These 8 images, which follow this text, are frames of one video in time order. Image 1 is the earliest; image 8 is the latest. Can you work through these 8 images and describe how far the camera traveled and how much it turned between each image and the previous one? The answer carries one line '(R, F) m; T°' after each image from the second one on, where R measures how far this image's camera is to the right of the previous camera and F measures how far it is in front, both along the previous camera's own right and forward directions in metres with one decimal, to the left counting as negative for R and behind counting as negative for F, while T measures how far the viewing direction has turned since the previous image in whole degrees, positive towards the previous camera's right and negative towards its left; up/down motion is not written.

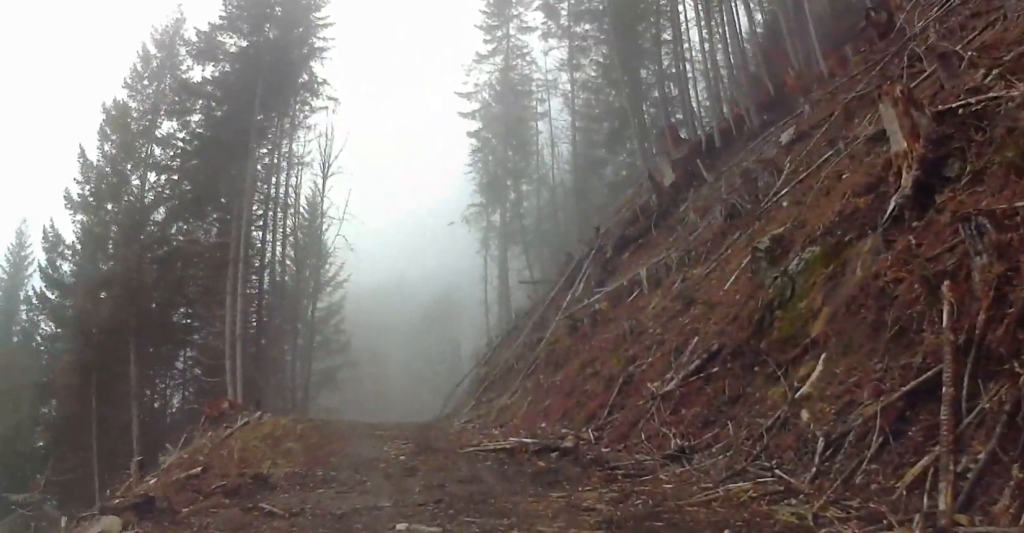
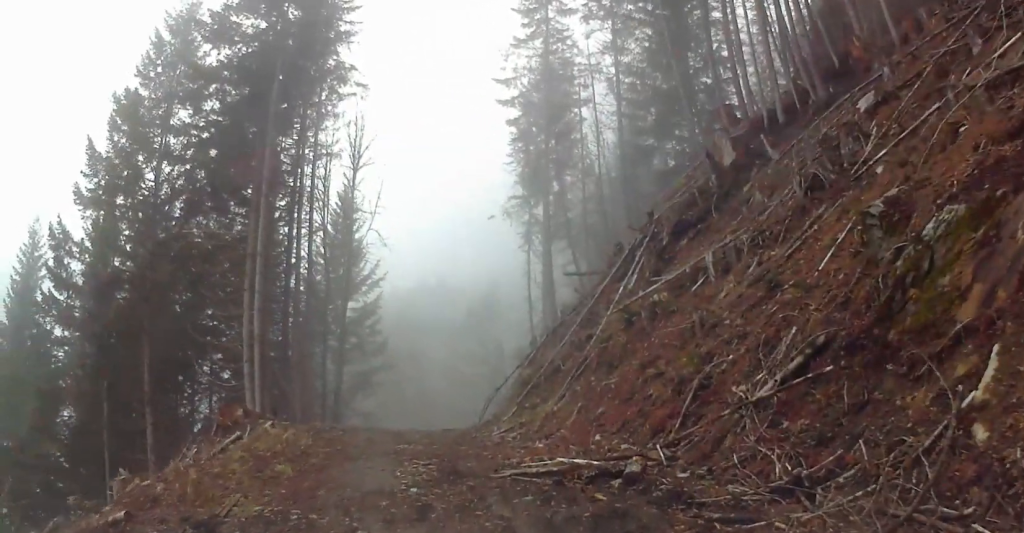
(0.0, +3.6) m; -2°
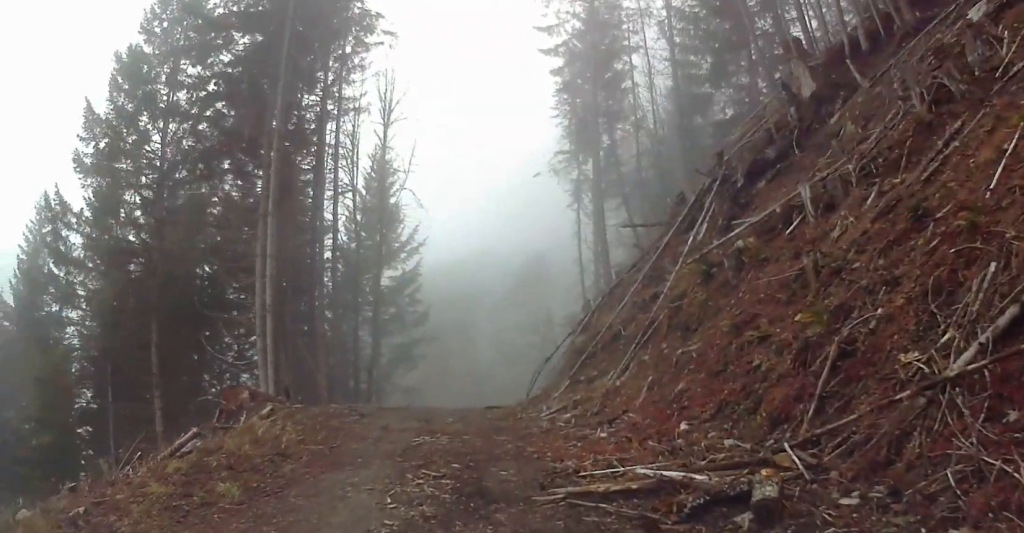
(-0.1, +4.8) m; -5°
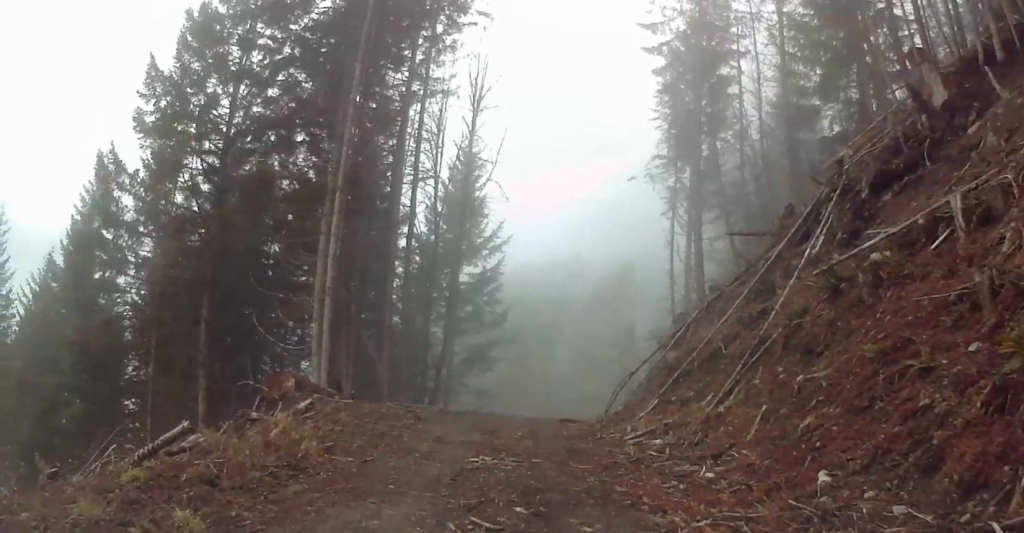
(-0.2, +4.1) m; -5°
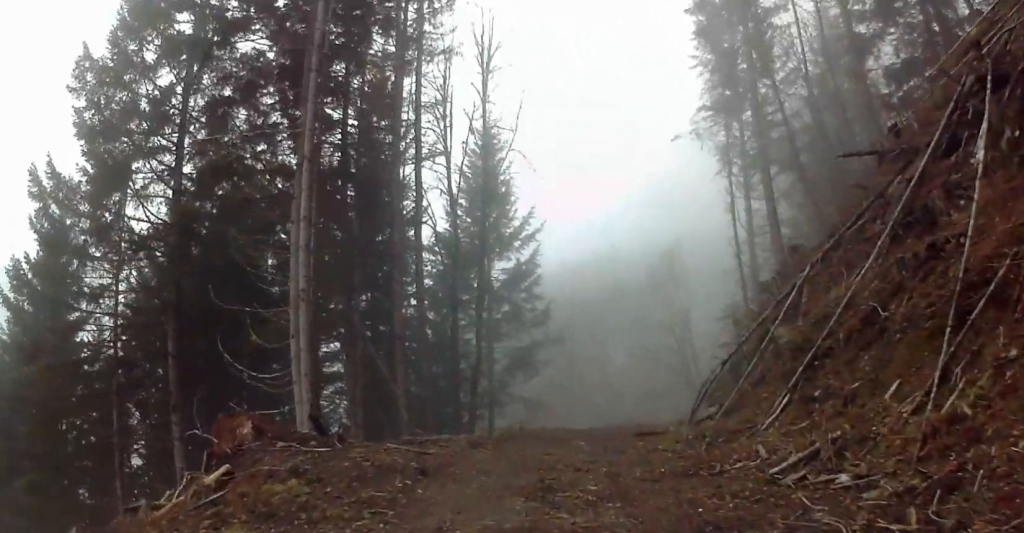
(-0.2, +8.7) m; +1°
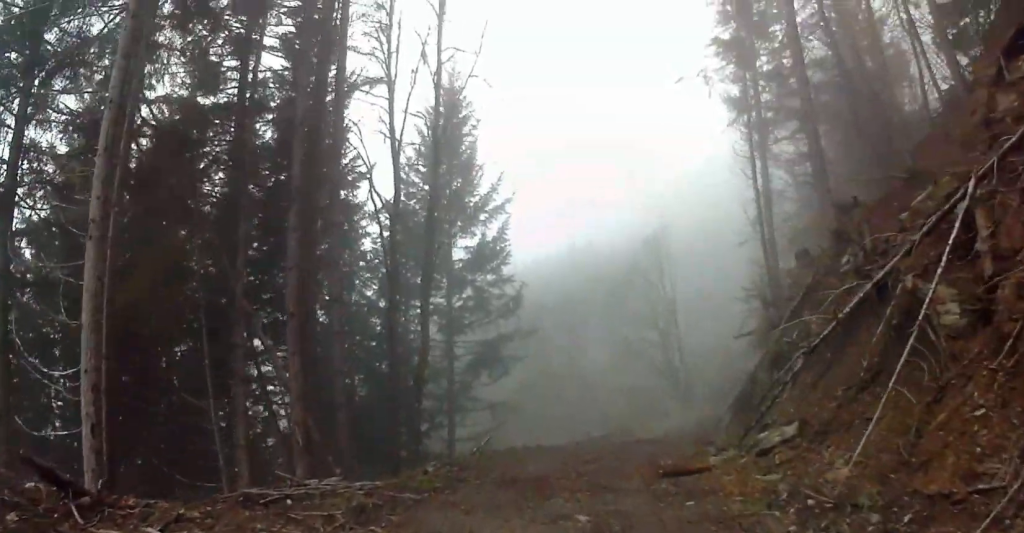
(+0.2, +9.3) m; +1°
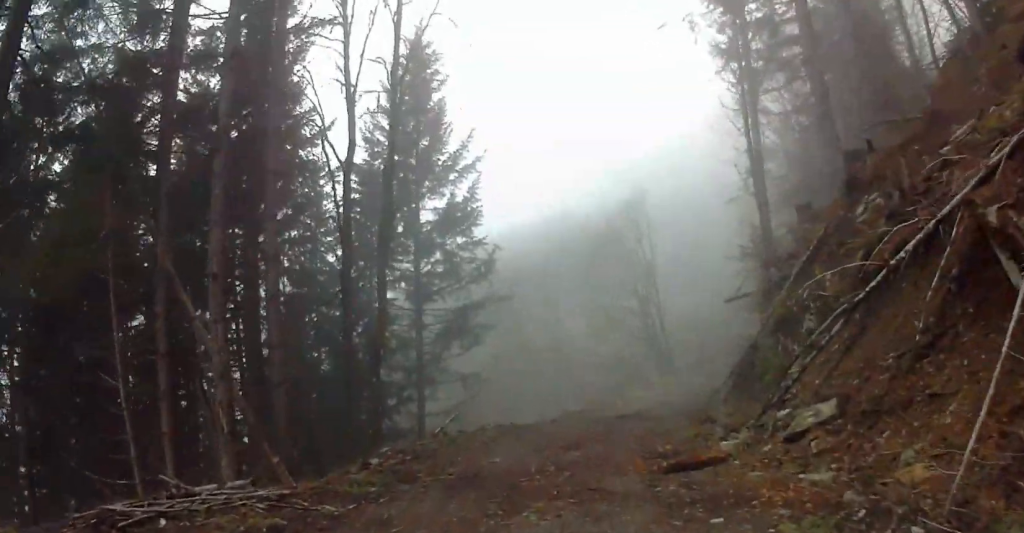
(0.0, +3.1) m; 0°
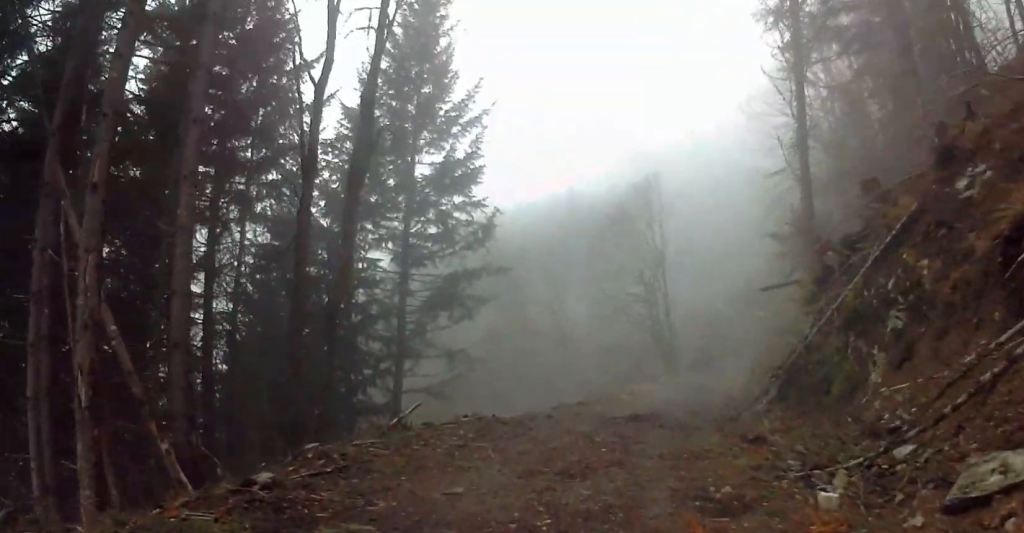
(0.0, +5.0) m; +3°
